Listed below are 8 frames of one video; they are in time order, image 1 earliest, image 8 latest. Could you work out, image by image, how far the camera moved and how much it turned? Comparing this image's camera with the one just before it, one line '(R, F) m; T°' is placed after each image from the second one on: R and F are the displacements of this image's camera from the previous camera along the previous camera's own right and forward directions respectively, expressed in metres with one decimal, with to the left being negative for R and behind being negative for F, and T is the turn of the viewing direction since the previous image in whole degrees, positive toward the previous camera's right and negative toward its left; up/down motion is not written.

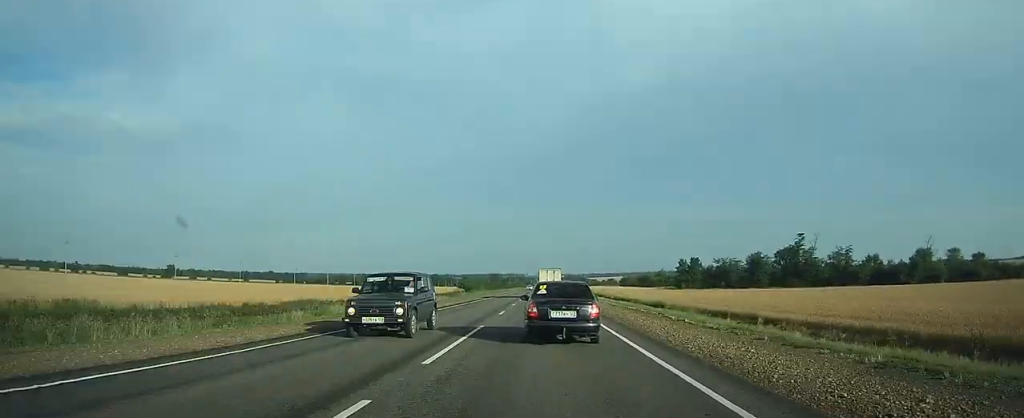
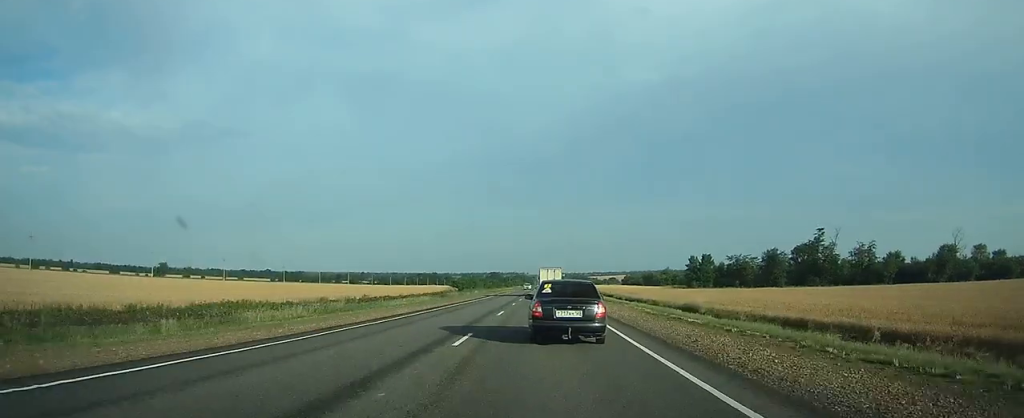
(-0.2, +14.0) m; 0°
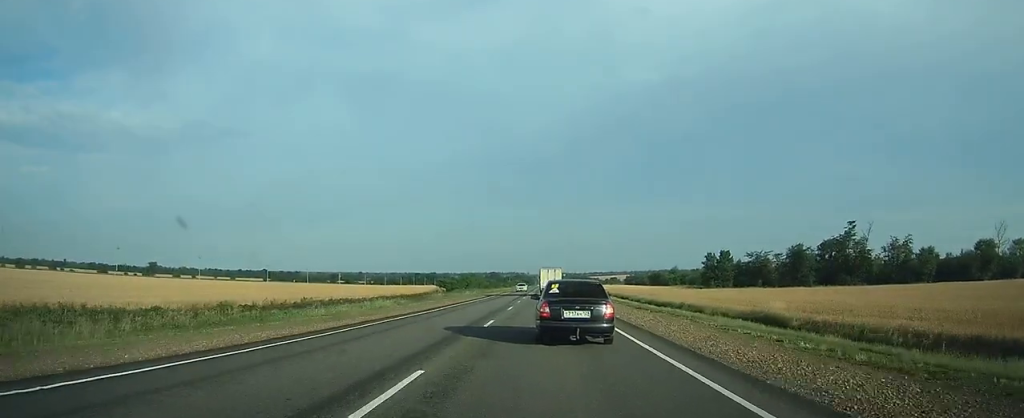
(+0.2, +19.3) m; +1°
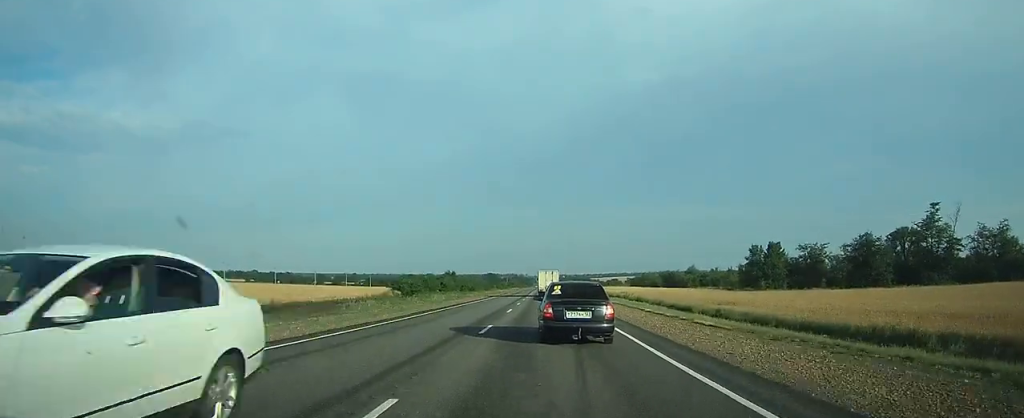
(+0.1, +39.3) m; 0°
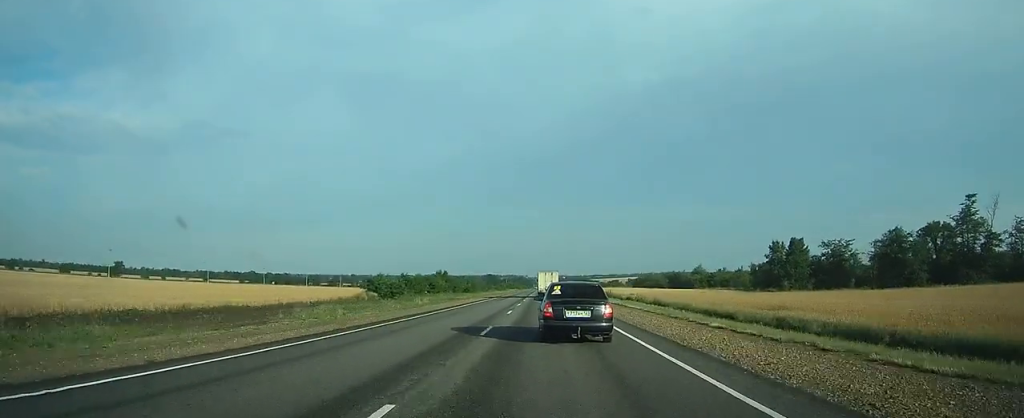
(0.0, +12.5) m; 0°
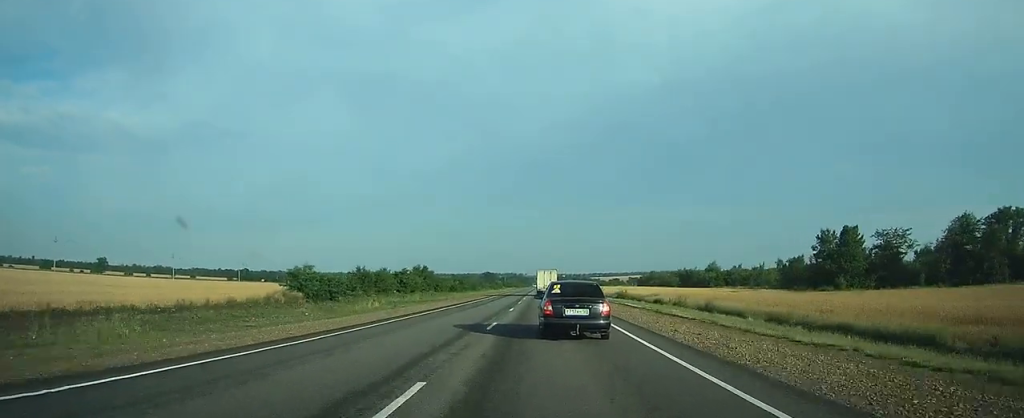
(+0.1, +22.8) m; 0°
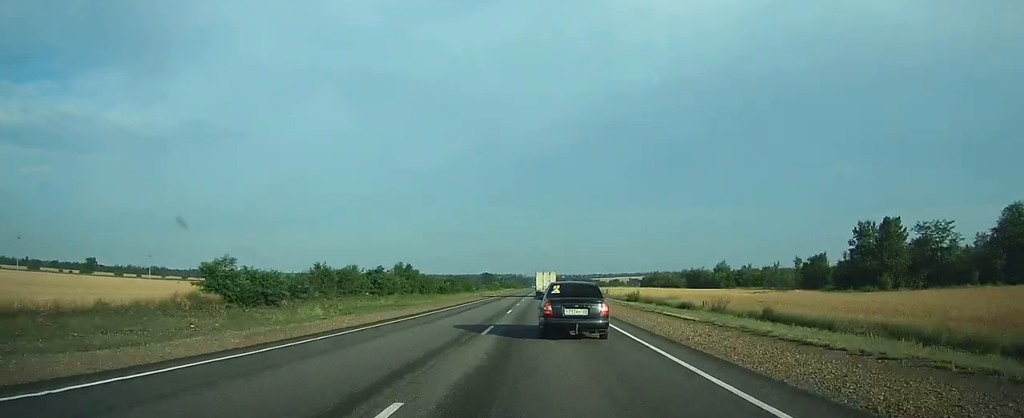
(0.0, +13.3) m; 0°
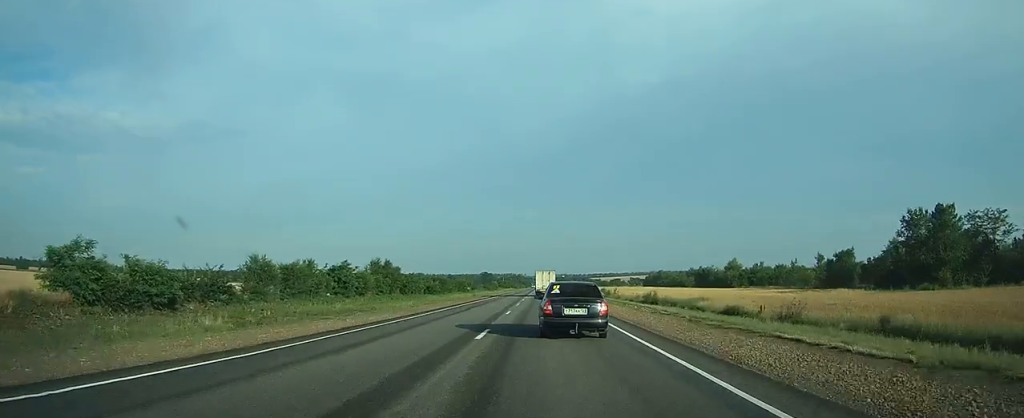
(0.0, +13.3) m; 0°
